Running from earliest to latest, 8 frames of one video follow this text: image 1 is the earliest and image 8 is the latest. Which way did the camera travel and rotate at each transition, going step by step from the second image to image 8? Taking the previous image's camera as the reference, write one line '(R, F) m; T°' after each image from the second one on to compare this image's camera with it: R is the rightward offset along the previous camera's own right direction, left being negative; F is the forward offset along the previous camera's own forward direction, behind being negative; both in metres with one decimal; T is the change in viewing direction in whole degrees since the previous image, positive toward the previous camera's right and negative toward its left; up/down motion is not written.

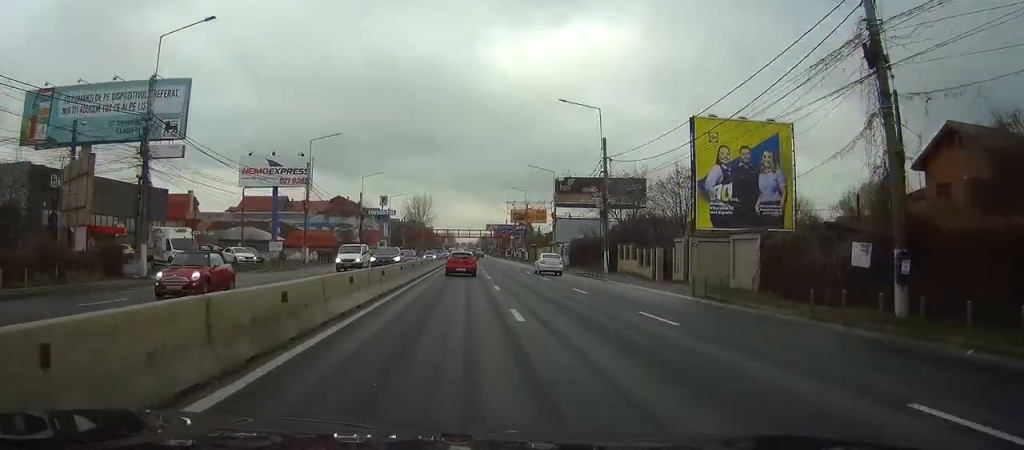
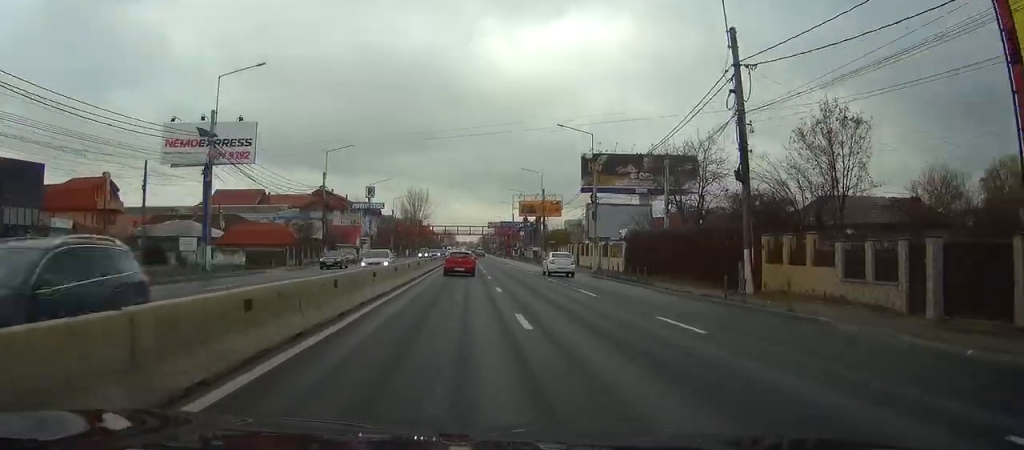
(0.0, +26.0) m; 0°
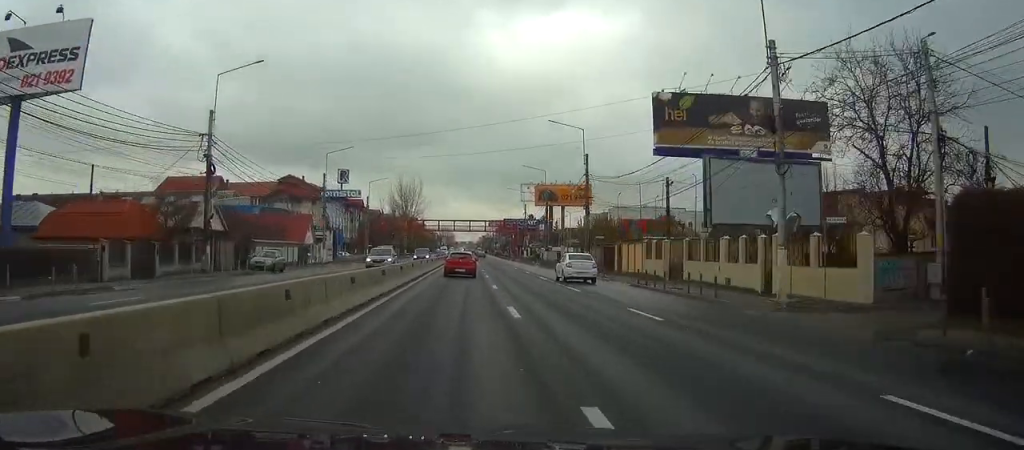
(0.0, +34.0) m; 0°
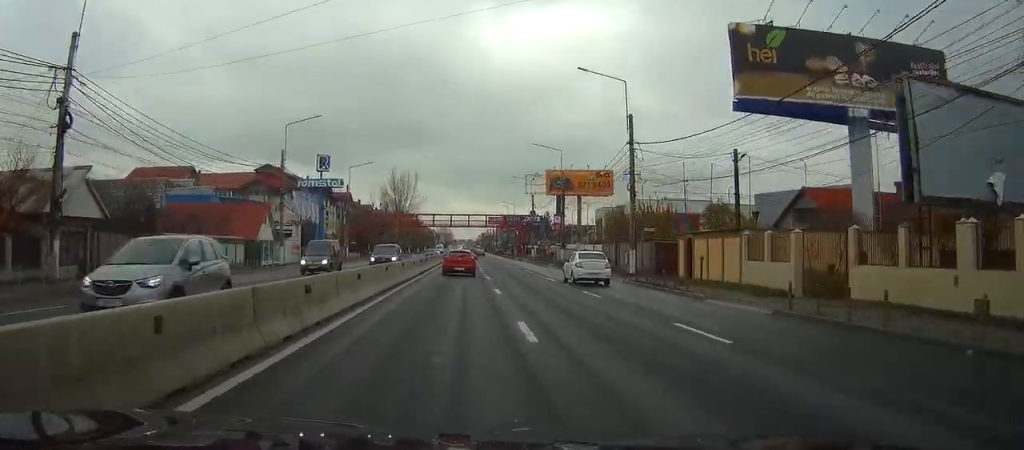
(+0.1, +16.6) m; 0°
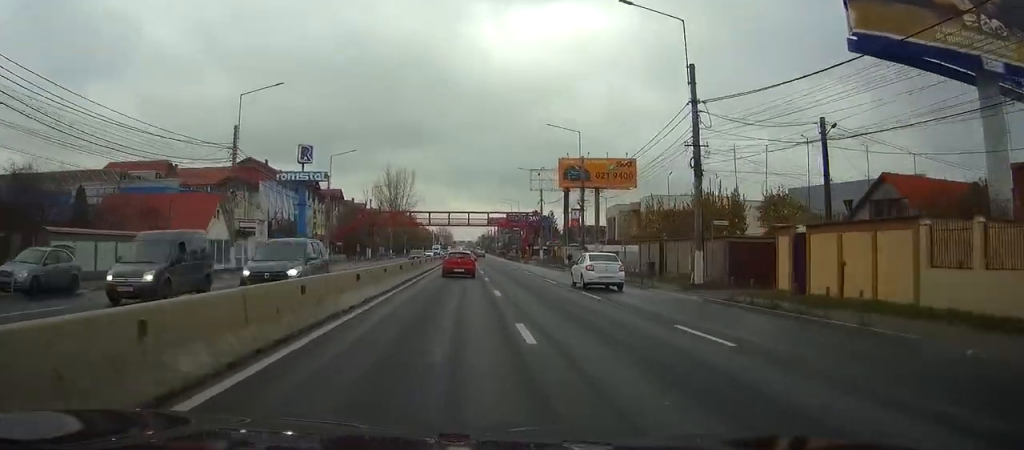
(0.0, +12.2) m; 0°
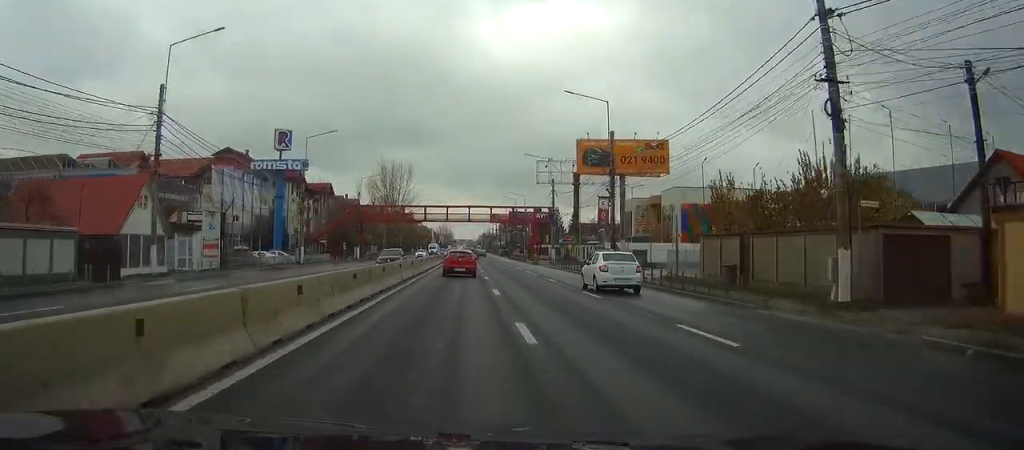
(0.0, +12.2) m; 0°
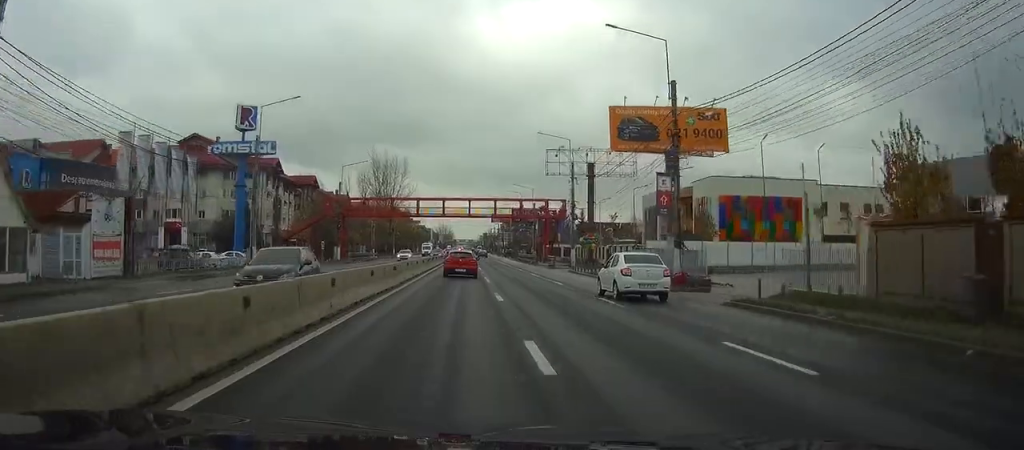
(0.0, +14.9) m; 0°
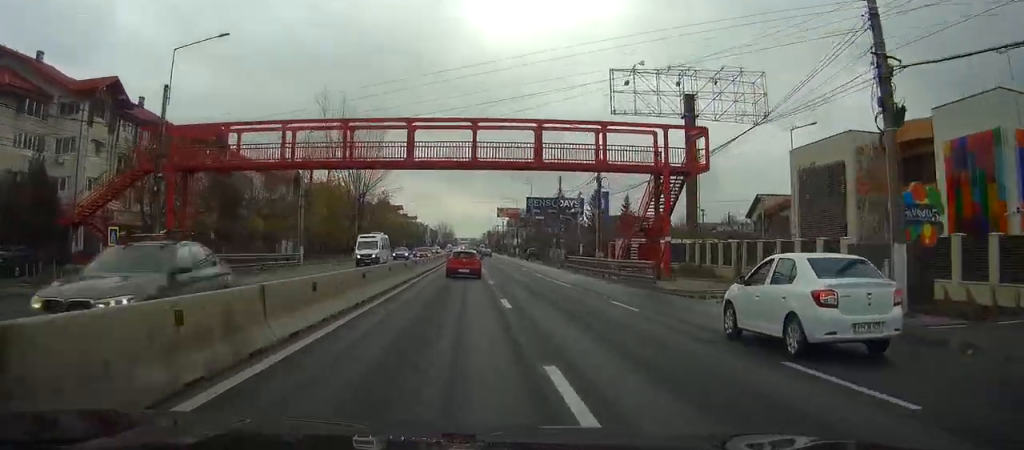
(0.0, +50.7) m; 0°
